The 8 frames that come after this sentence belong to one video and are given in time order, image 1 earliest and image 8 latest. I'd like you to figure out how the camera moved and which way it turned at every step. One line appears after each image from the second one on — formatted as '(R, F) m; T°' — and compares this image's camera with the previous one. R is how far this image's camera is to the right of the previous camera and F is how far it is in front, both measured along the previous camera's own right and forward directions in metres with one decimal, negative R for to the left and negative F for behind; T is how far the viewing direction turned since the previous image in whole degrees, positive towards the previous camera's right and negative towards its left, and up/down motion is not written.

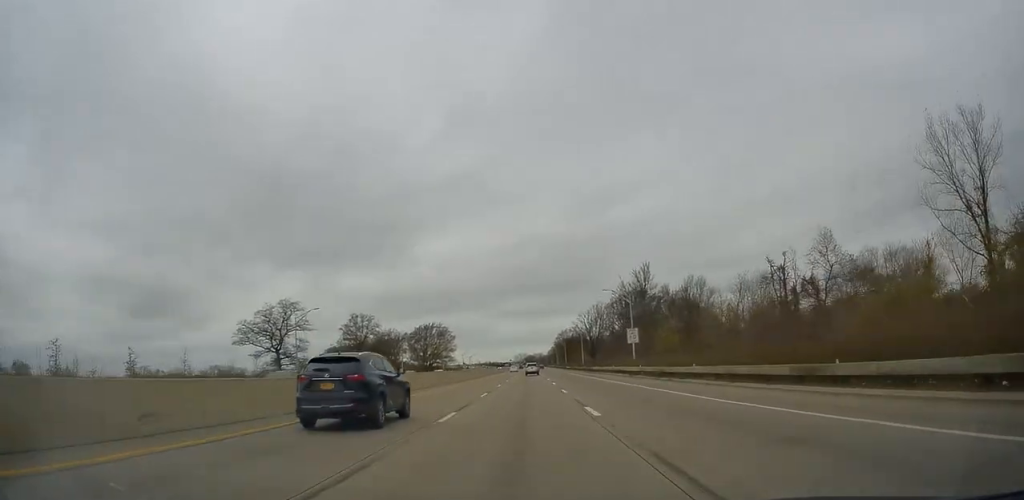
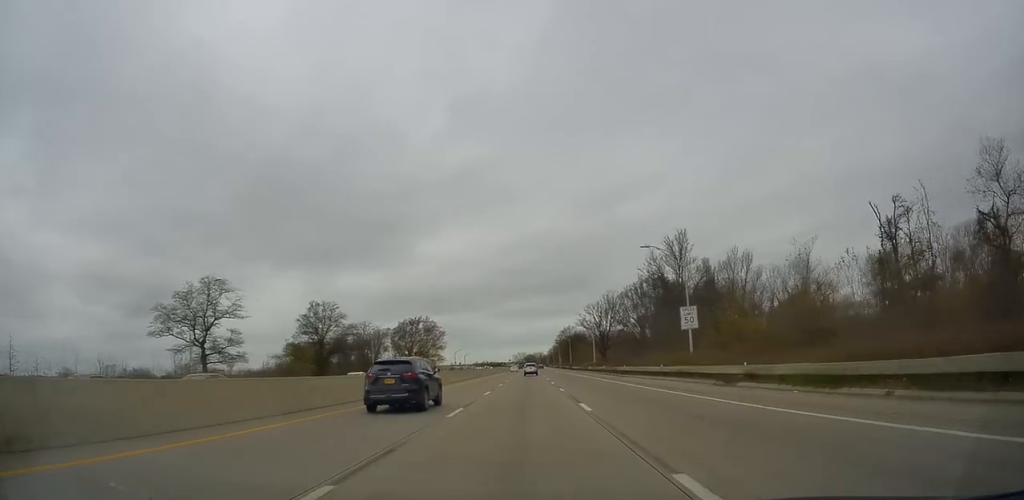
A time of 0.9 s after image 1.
(-0.2, +22.8) m; -1°
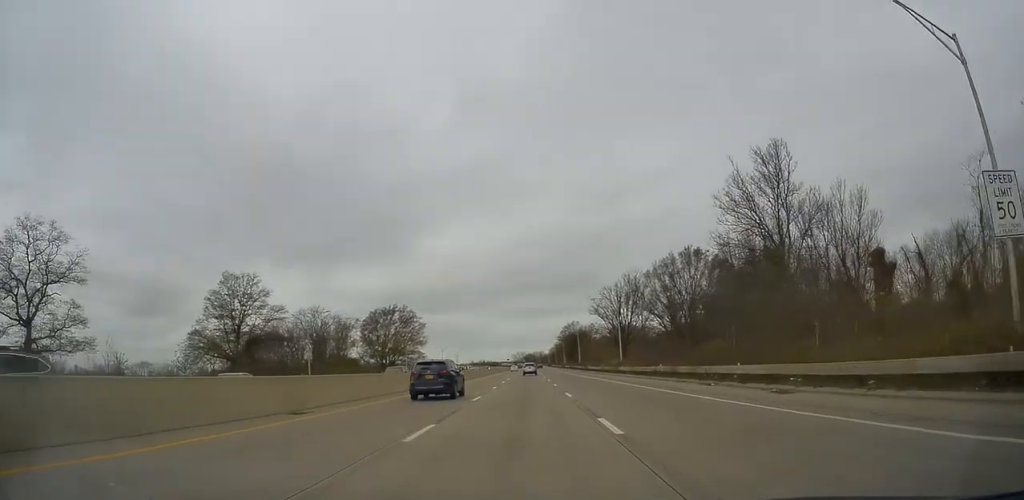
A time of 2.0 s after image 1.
(0.0, +29.8) m; +1°
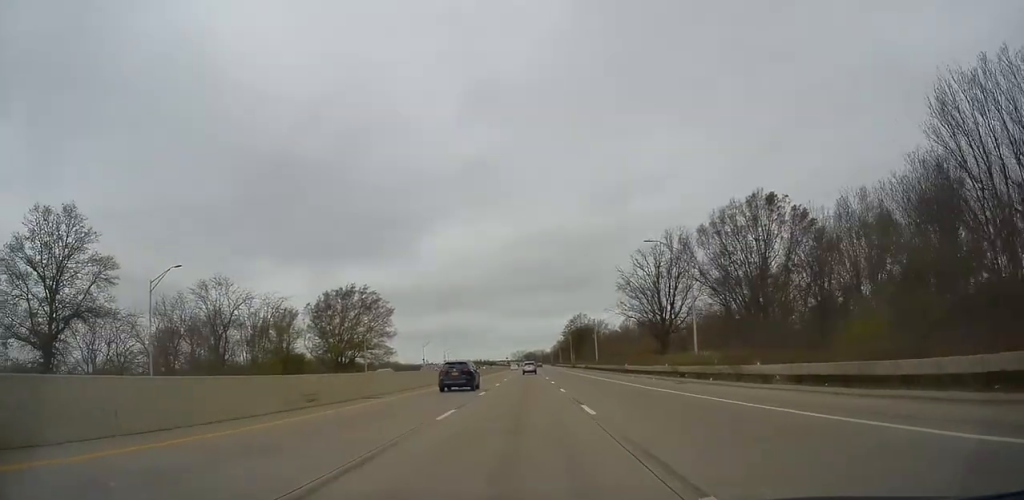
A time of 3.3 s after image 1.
(+0.5, +32.4) m; 0°
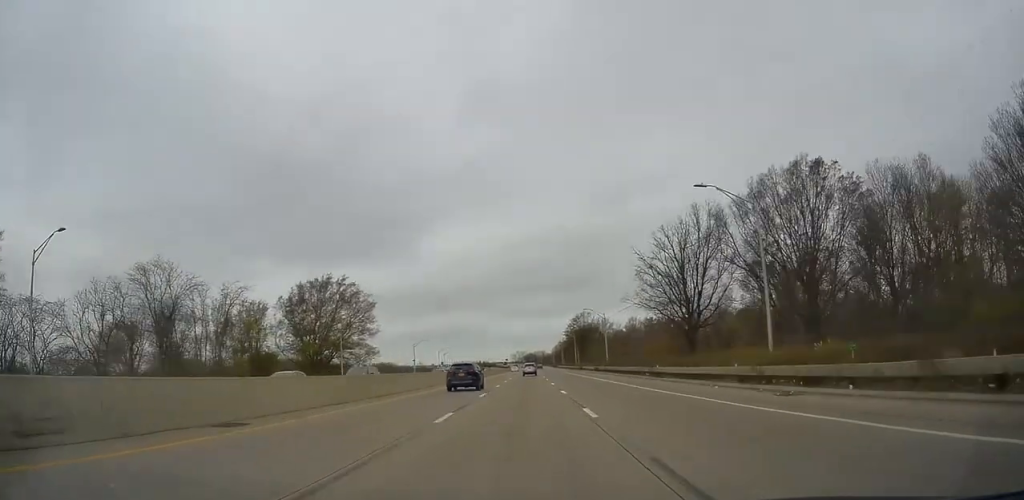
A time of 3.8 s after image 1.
(-0.1, +12.5) m; 0°
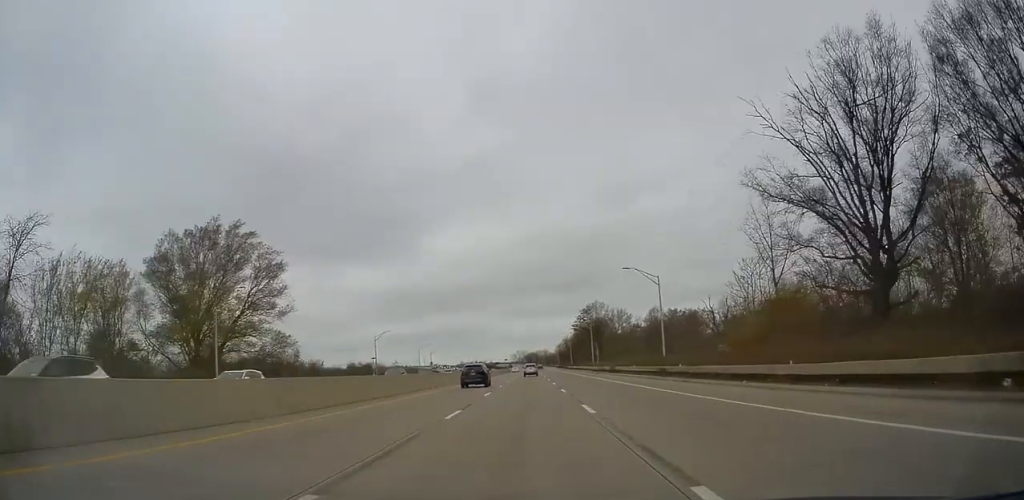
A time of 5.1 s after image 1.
(0.0, +35.4) m; 0°
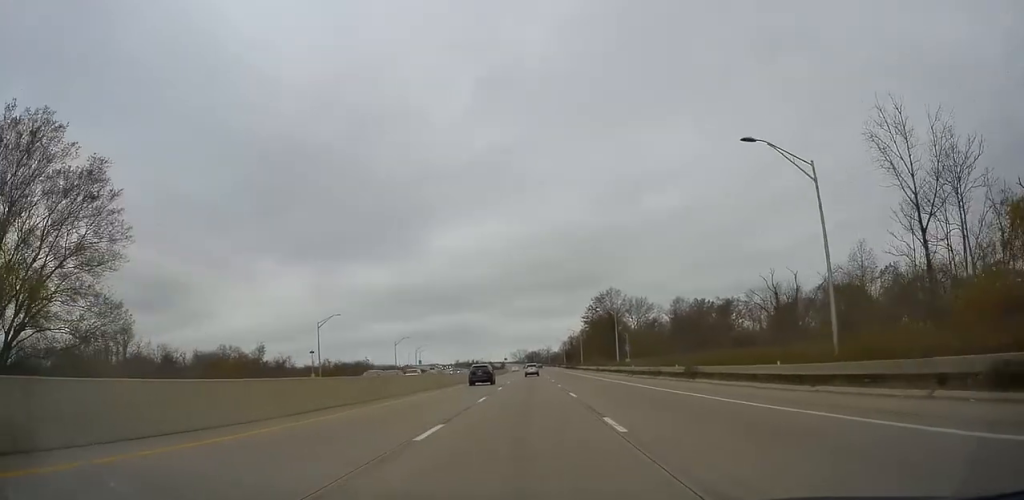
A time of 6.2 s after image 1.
(-0.1, +28.7) m; 0°
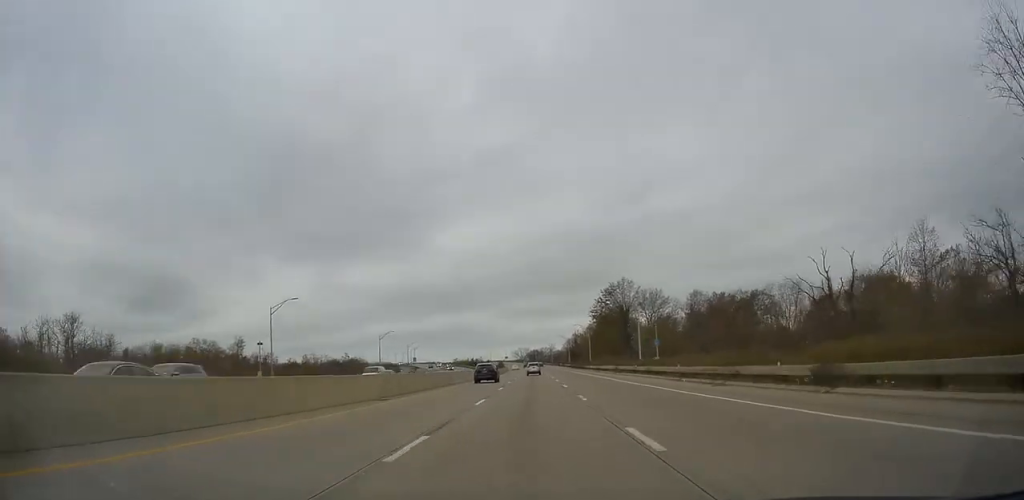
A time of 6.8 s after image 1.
(0.0, +14.8) m; 0°
